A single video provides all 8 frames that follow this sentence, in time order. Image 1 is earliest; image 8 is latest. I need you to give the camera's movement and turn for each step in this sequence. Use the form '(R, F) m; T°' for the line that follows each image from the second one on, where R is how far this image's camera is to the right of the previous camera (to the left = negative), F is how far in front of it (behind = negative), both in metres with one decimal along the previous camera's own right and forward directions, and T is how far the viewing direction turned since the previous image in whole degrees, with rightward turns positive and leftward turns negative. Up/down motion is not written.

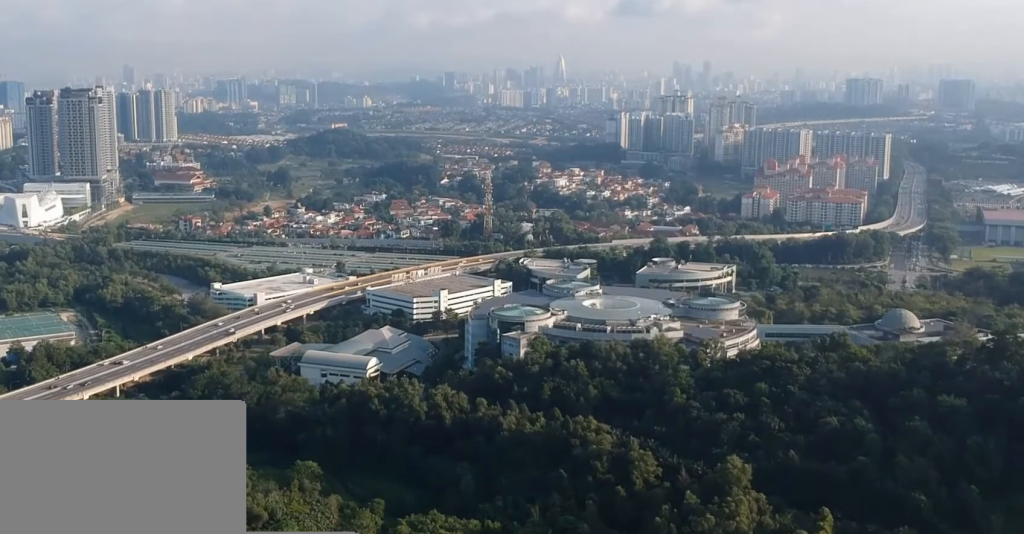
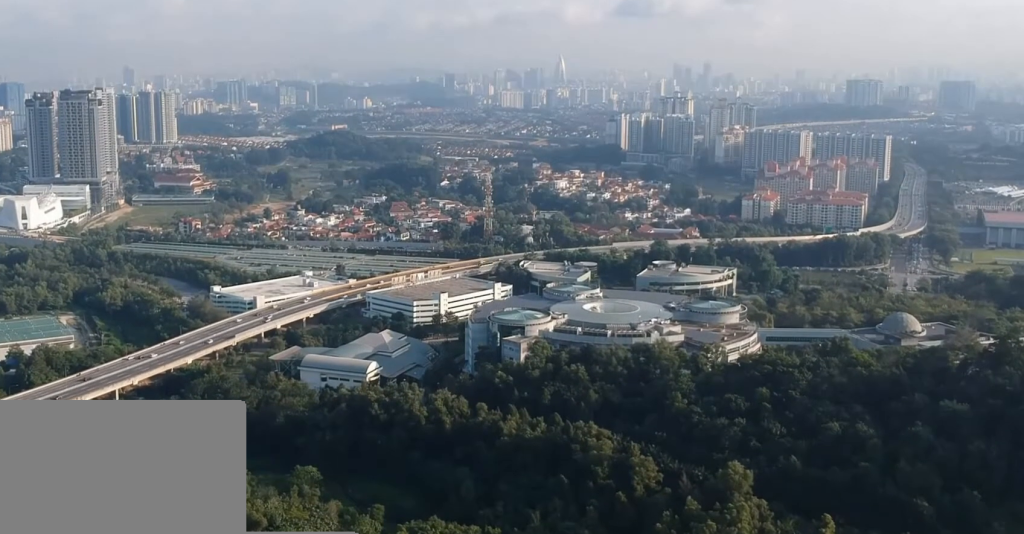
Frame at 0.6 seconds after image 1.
(0.0, +1.6) m; 0°
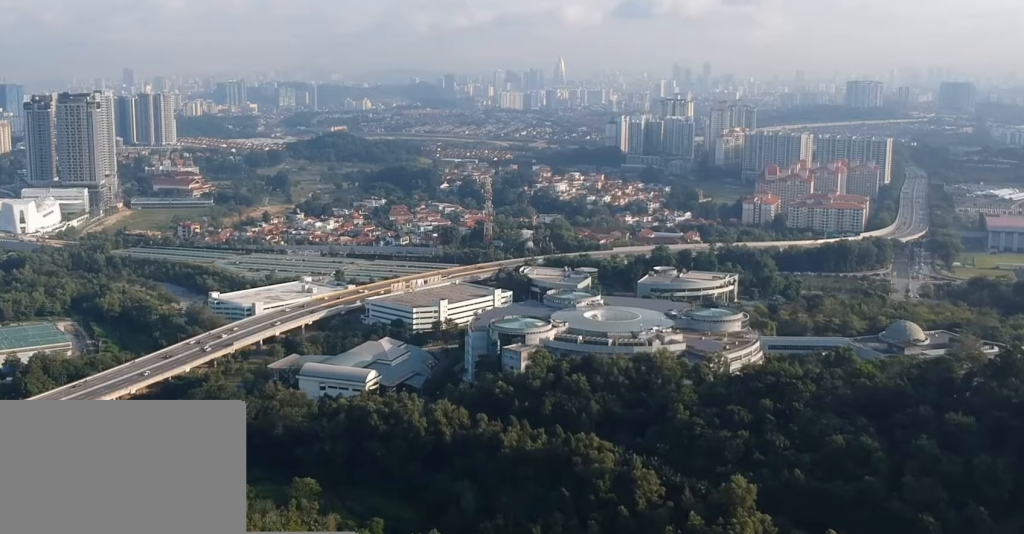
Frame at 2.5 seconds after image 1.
(0.0, +4.7) m; 0°
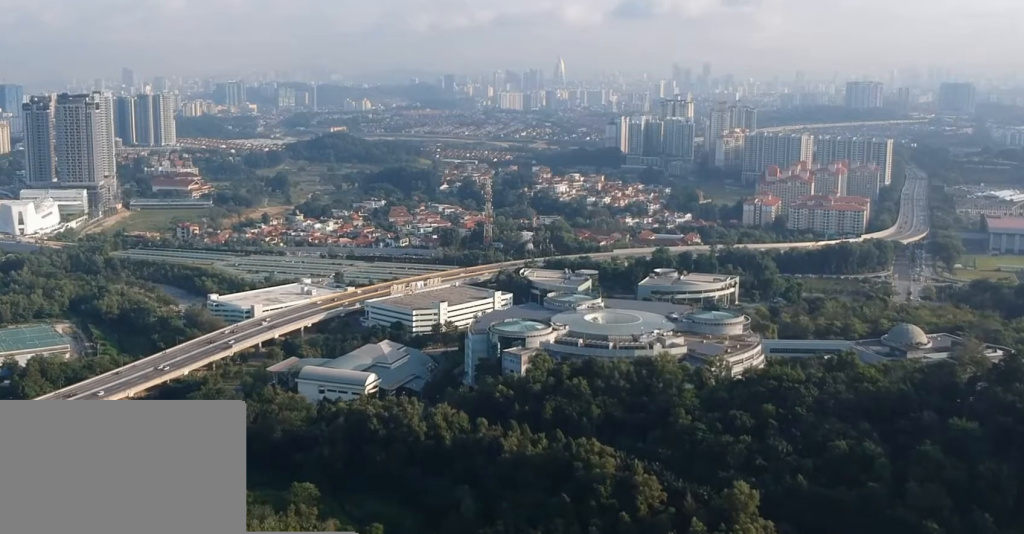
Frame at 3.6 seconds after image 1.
(0.0, +3.0) m; 0°
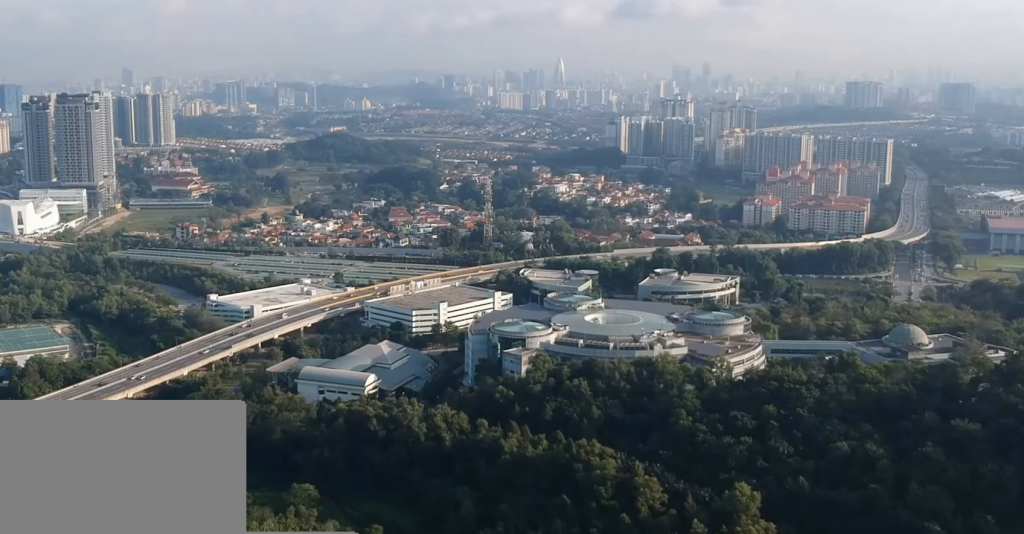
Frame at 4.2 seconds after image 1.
(0.0, +1.6) m; 0°
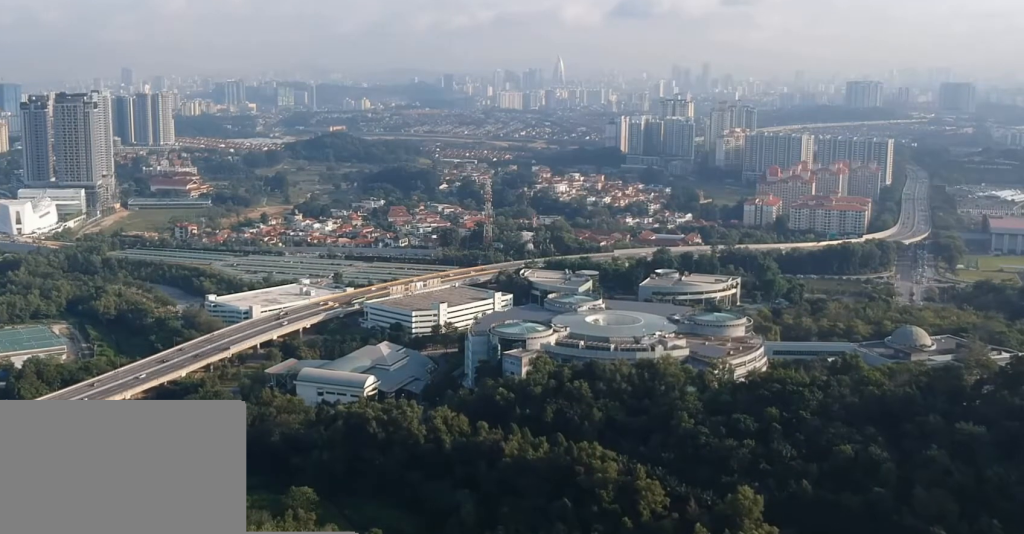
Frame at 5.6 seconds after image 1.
(0.0, +3.7) m; 0°
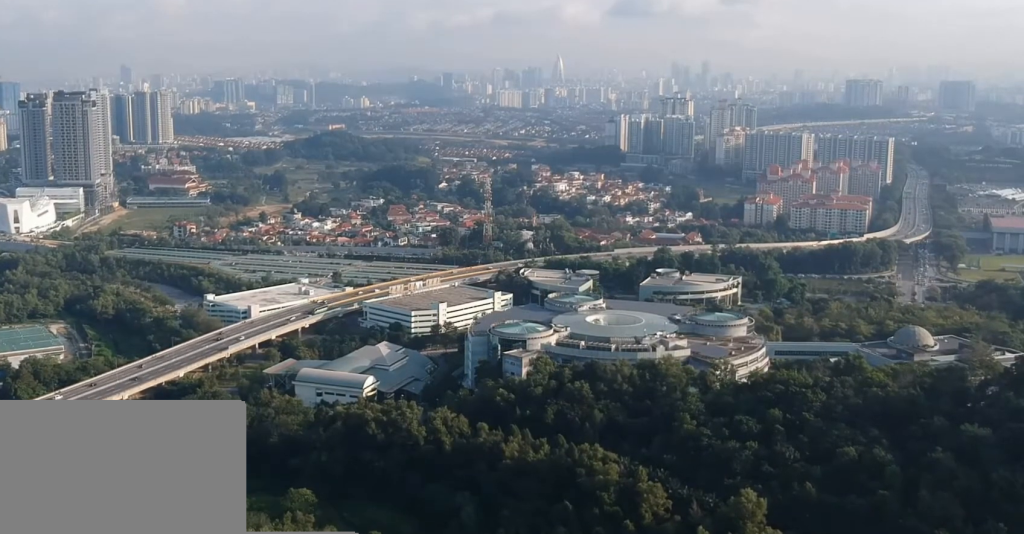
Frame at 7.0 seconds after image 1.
(0.0, +3.5) m; +1°
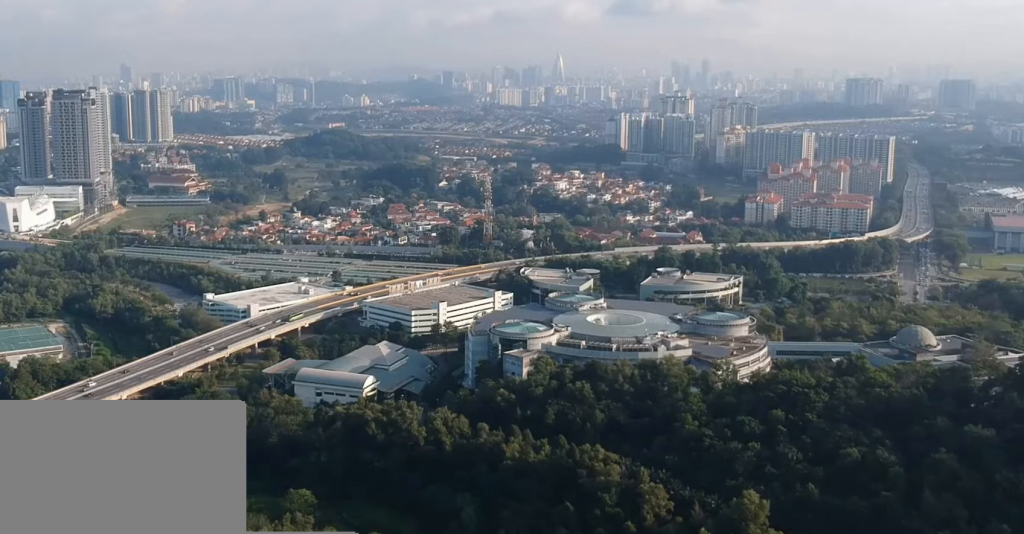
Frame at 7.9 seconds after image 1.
(0.0, +2.4) m; 0°
